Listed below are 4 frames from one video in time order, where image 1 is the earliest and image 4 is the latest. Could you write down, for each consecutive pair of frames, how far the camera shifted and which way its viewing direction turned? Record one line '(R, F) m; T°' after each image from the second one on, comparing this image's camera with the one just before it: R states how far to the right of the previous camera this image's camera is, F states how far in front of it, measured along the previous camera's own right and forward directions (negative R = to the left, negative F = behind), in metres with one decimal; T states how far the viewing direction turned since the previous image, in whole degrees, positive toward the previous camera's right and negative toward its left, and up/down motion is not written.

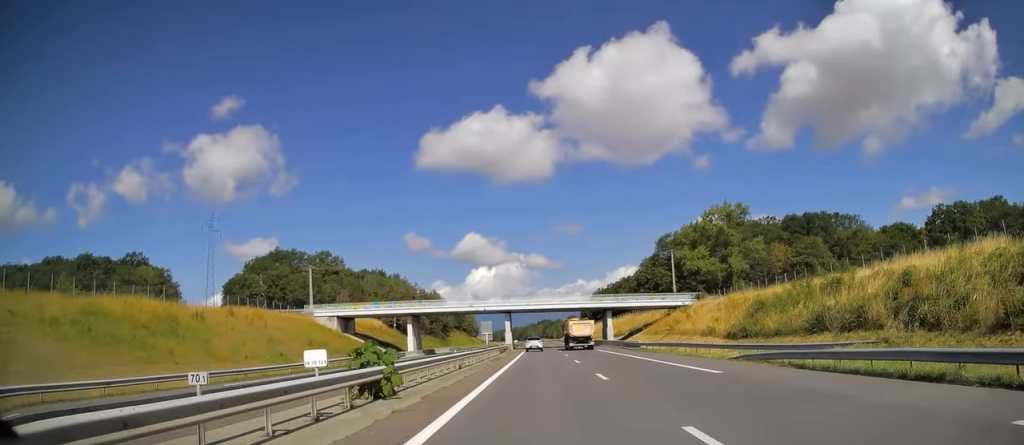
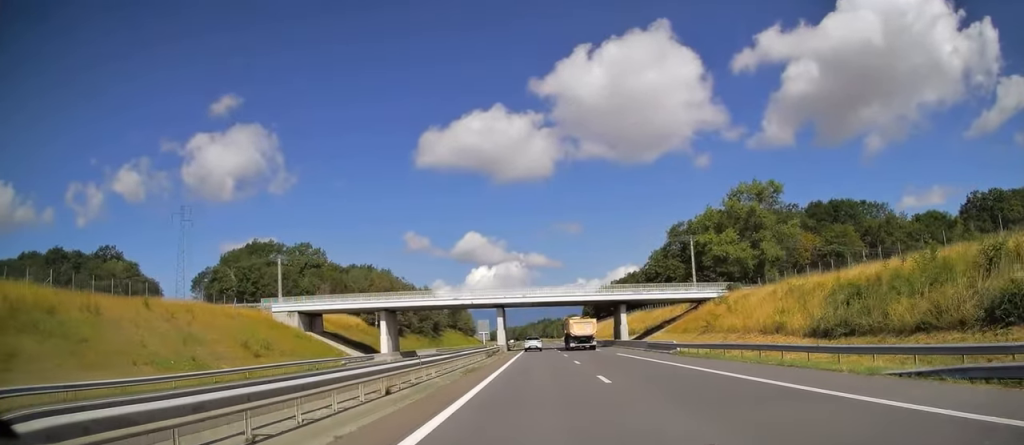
(+0.1, +14.5) m; 0°
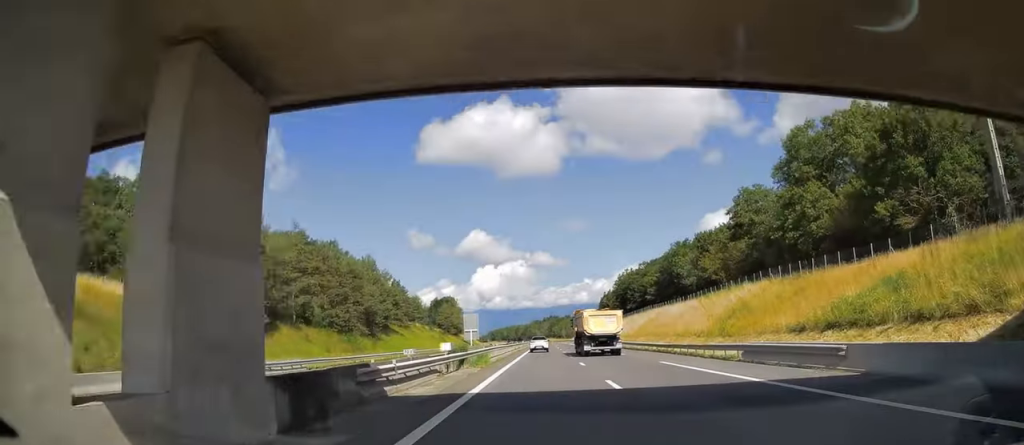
(-0.1, +67.1) m; 0°
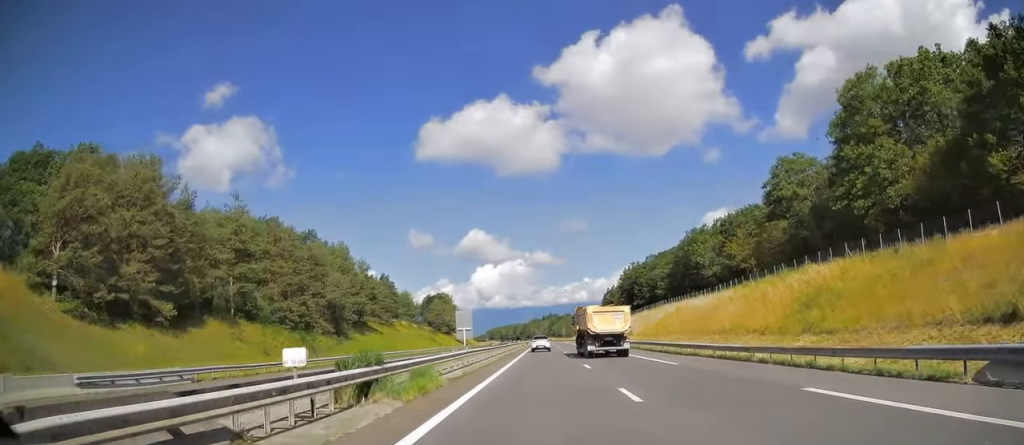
(-0.2, +16.1) m; 0°
